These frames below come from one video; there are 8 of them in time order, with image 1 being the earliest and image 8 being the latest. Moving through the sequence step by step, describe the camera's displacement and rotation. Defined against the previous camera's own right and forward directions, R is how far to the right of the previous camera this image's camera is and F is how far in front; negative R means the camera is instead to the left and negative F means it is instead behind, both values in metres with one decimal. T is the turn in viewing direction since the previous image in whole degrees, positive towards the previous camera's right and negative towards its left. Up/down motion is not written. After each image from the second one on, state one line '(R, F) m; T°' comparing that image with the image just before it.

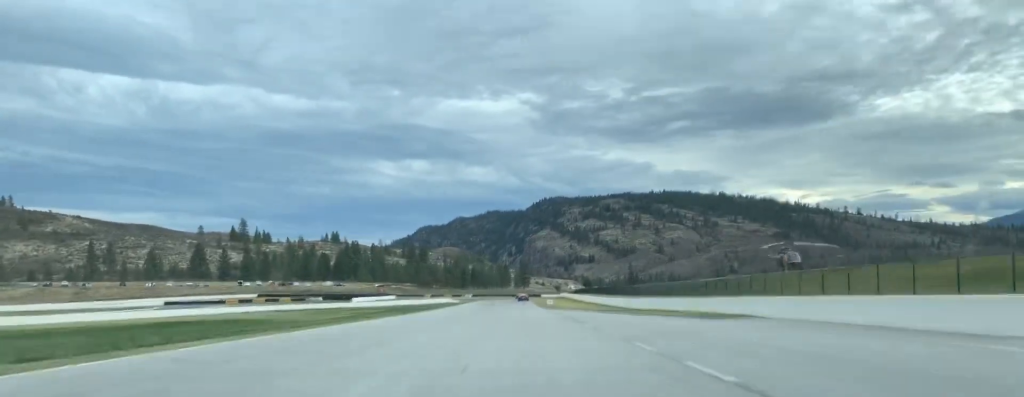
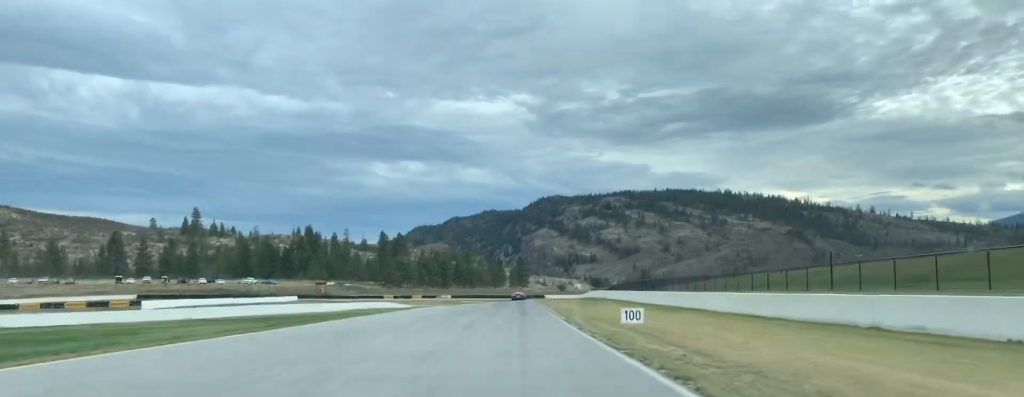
(-0.3, +83.2) m; 0°
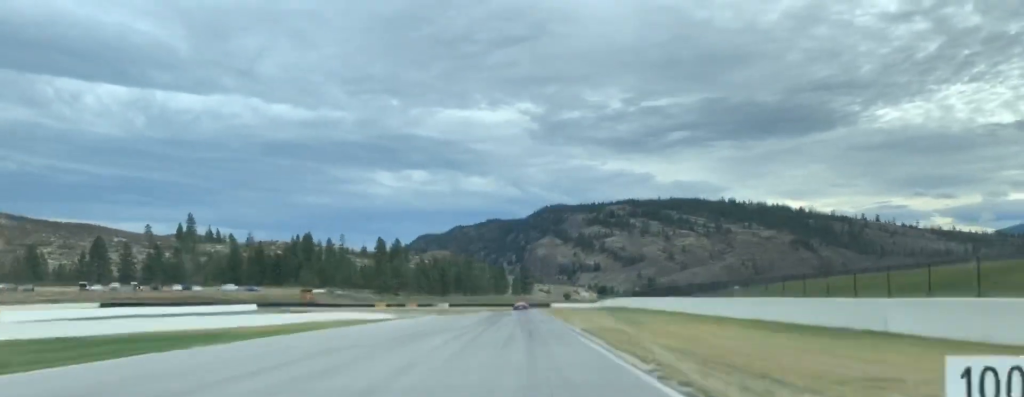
(0.0, +20.6) m; 0°
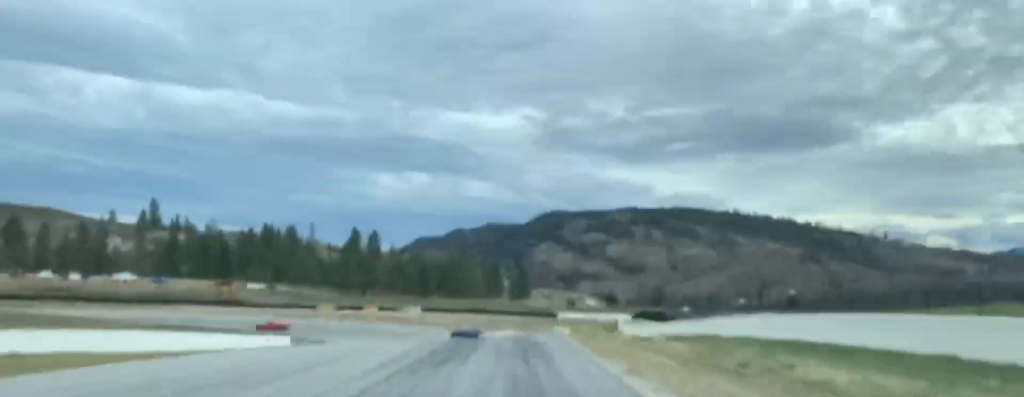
(-0.1, +53.6) m; 0°
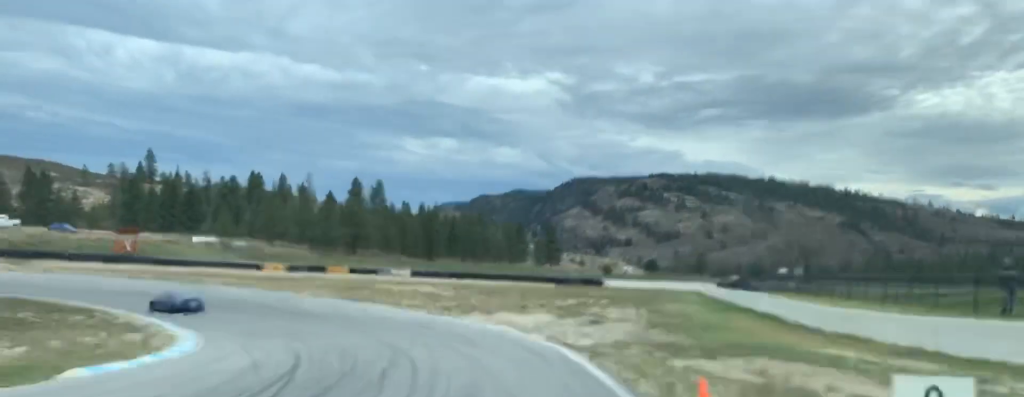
(-0.2, +48.6) m; -4°
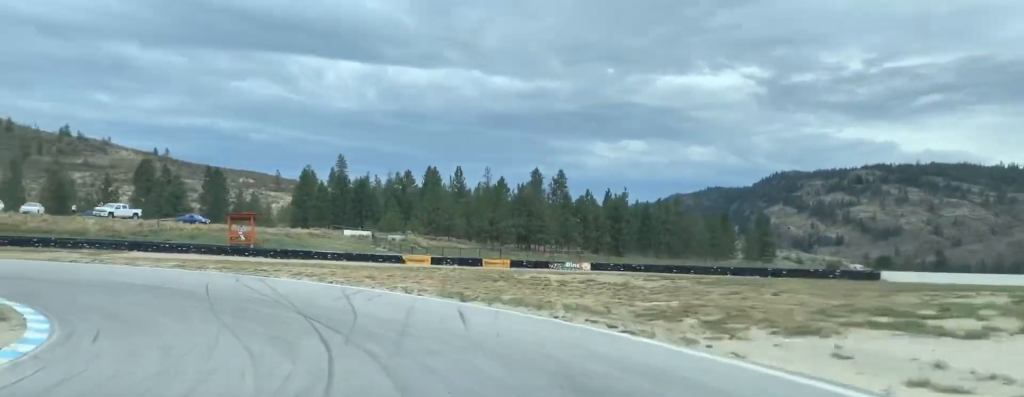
(-2.3, +31.9) m; -15°
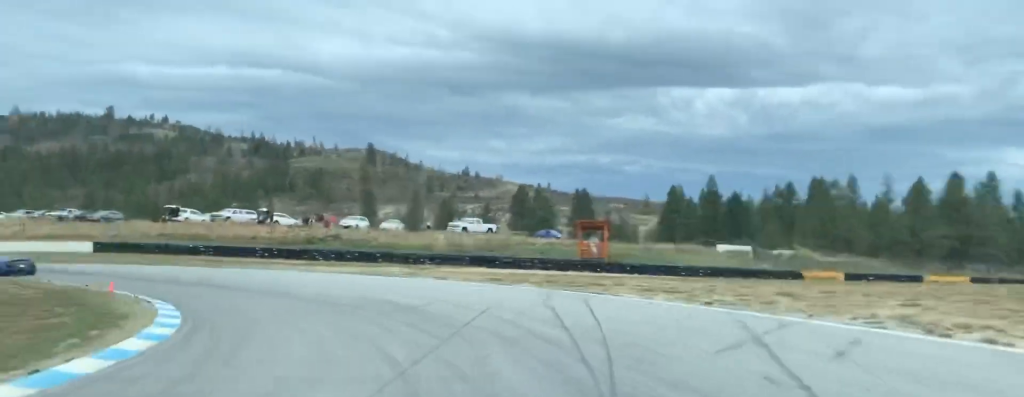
(-2.6, +22.0) m; -20°
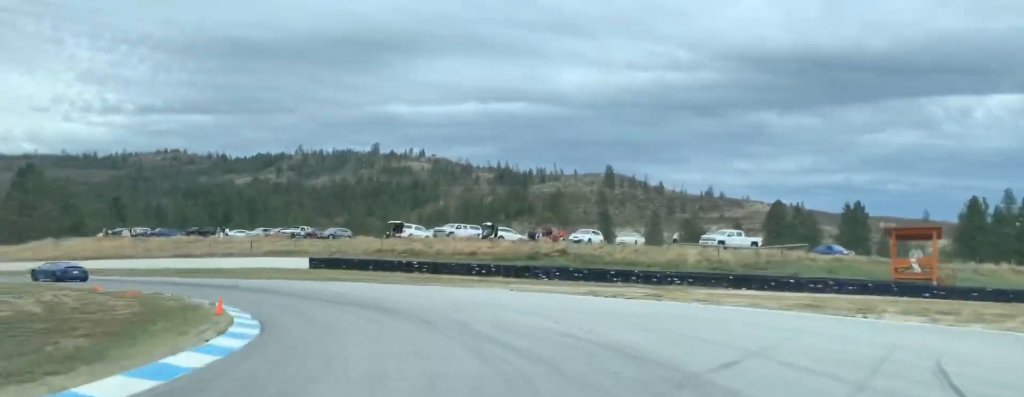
(-2.3, +14.9) m; -18°
